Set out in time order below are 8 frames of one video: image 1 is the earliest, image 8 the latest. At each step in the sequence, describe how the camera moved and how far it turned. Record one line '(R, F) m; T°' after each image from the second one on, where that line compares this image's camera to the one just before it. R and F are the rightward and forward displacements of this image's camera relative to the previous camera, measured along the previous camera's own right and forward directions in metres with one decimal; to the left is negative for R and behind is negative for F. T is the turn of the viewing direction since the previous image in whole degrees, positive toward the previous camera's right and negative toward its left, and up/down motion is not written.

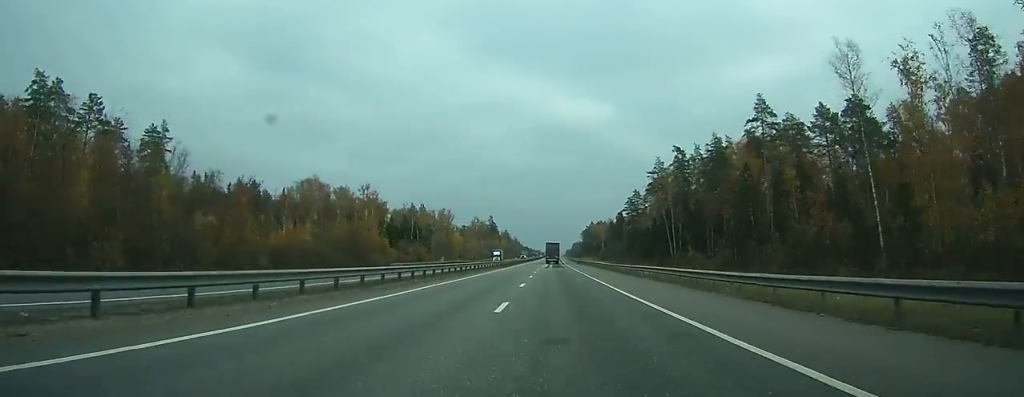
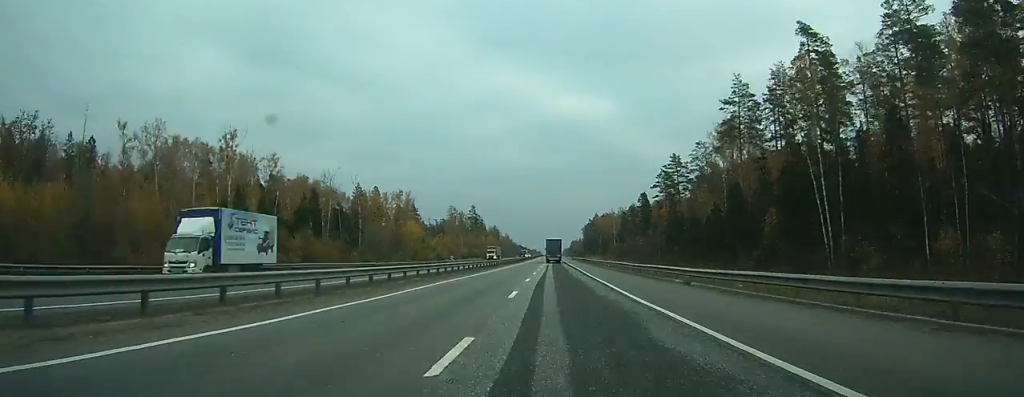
(+0.6, +70.9) m; +1°
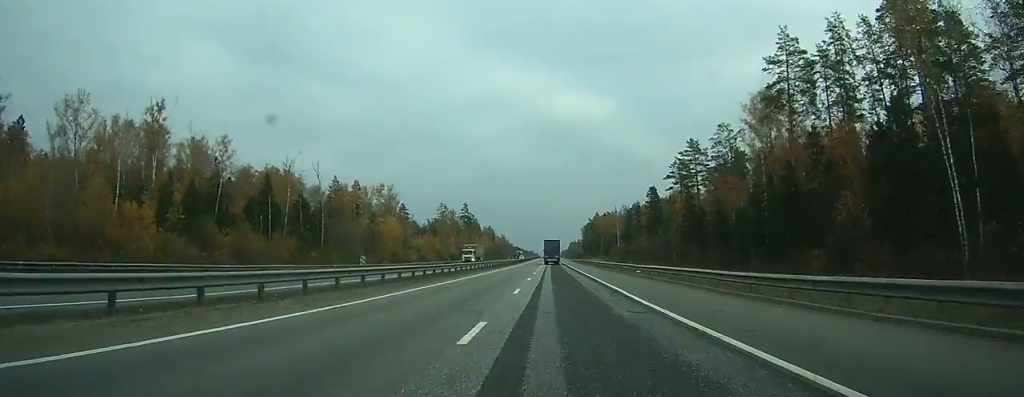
(+0.1, +21.0) m; 0°
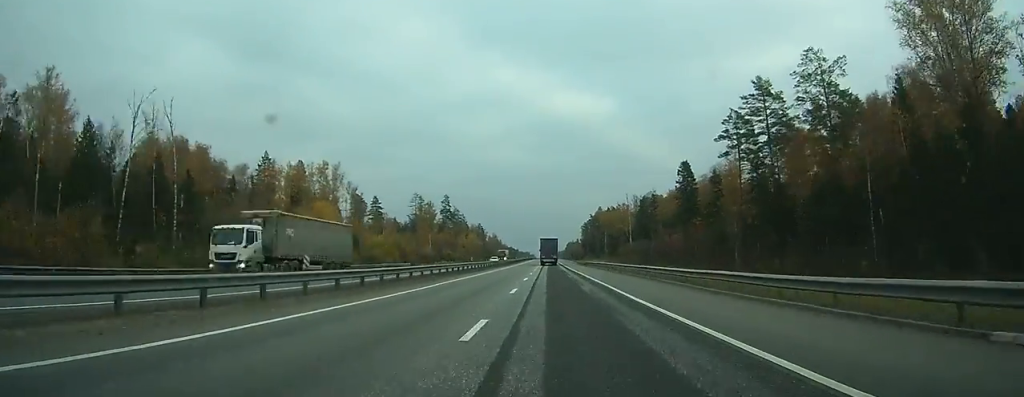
(0.0, +46.7) m; 0°
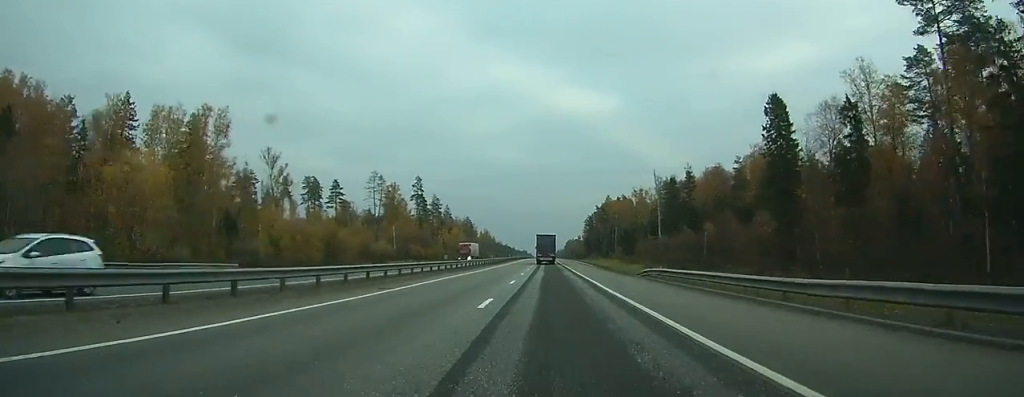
(-0.1, +55.9) m; 0°
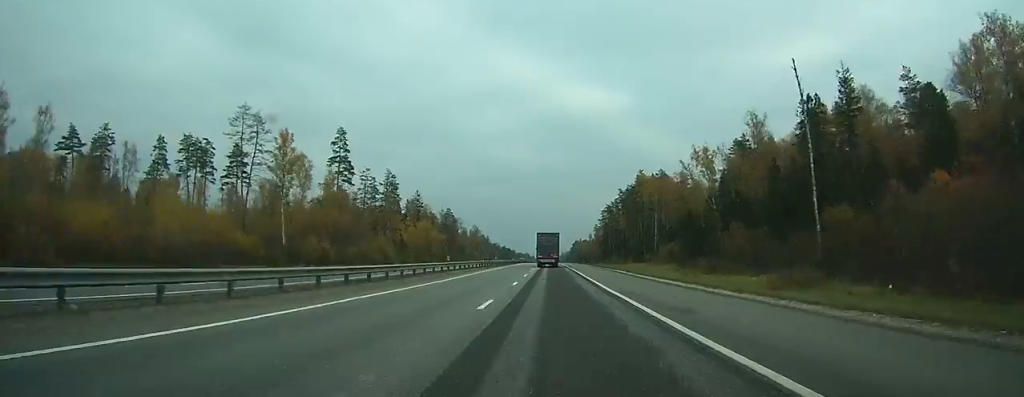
(0.0, +91.0) m; 0°
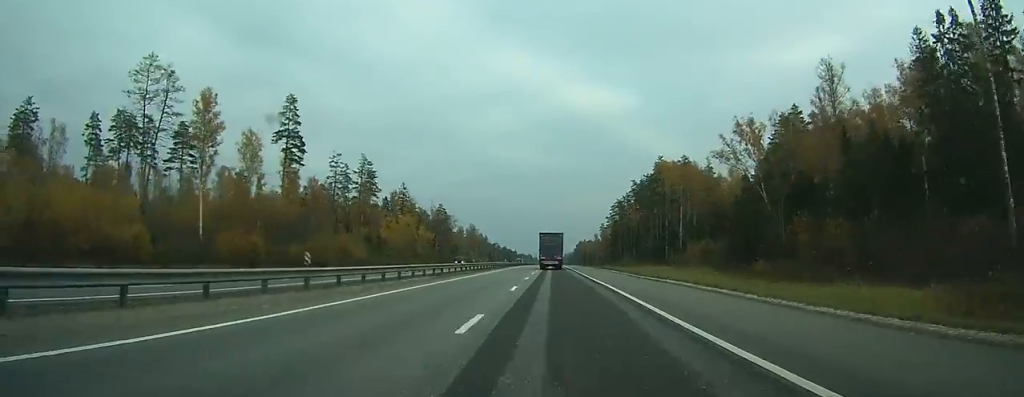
(0.0, +31.7) m; 0°
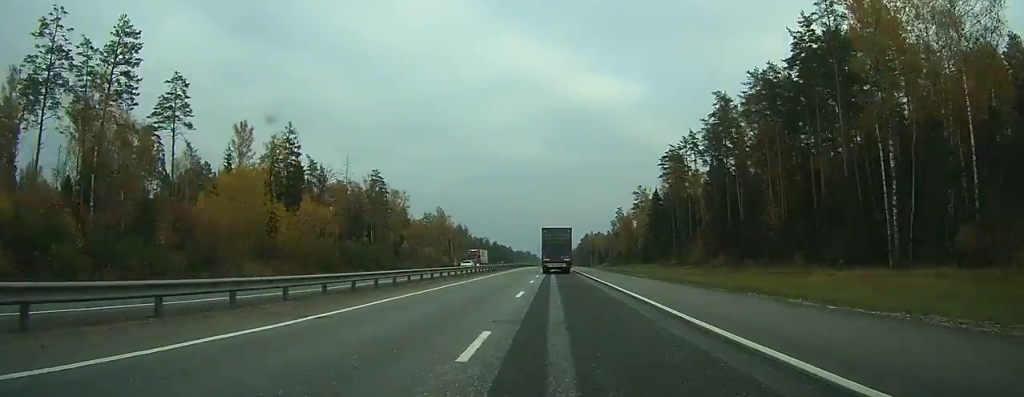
(-0.2, +105.9) m; 0°
